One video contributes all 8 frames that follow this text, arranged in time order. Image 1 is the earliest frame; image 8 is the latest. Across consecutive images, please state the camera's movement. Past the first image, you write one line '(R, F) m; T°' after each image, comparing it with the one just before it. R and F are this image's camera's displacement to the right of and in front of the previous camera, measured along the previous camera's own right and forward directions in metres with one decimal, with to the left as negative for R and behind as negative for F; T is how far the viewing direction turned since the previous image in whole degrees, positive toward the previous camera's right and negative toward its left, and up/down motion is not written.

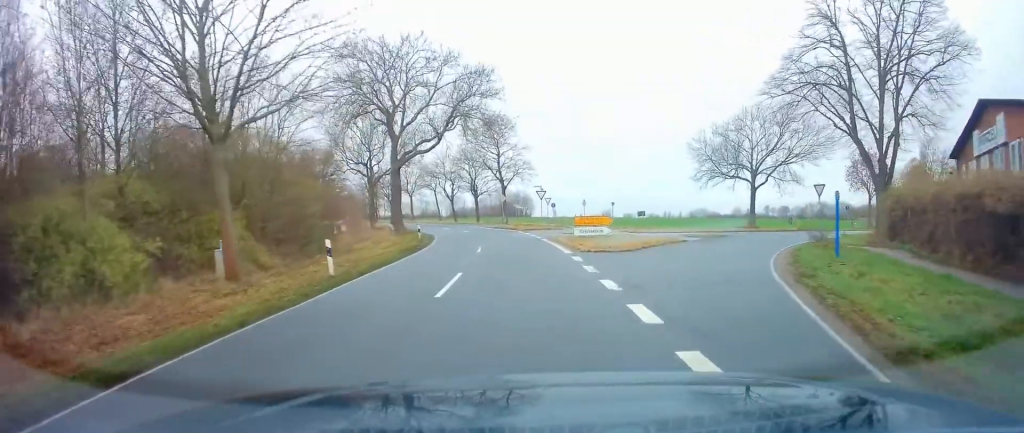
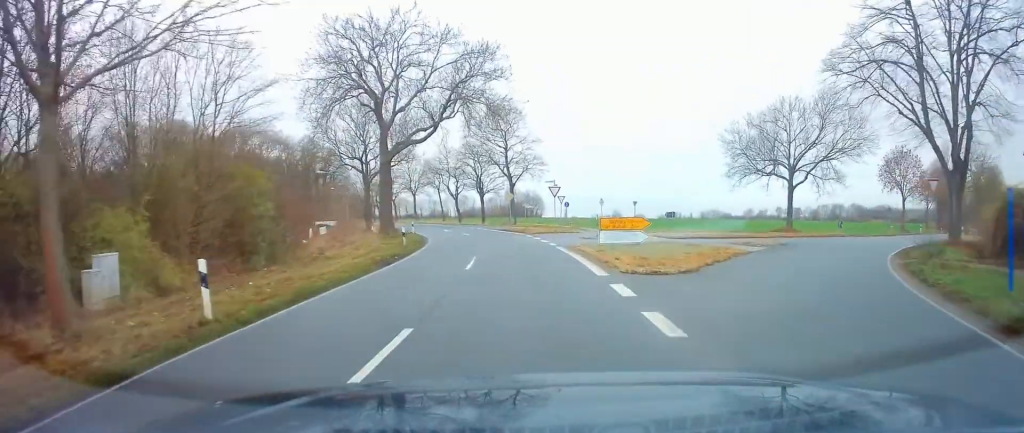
(+0.2, +6.6) m; -1°
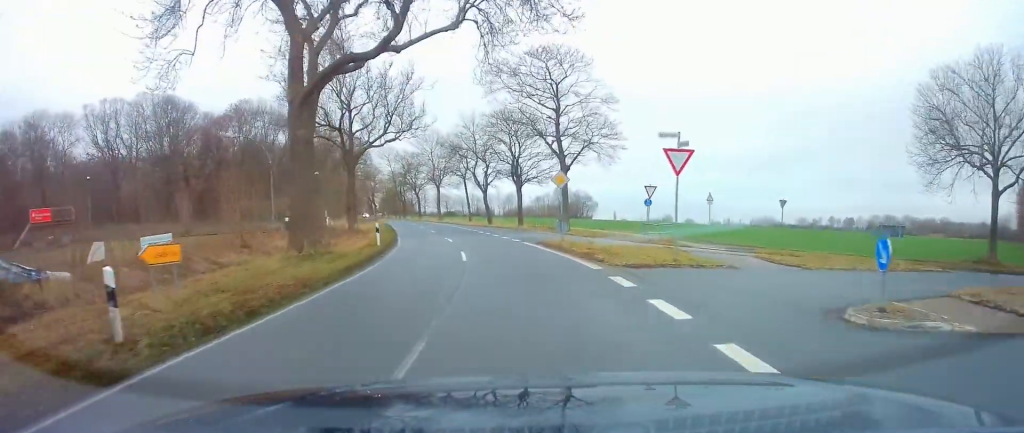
(-1.6, +22.2) m; -5°
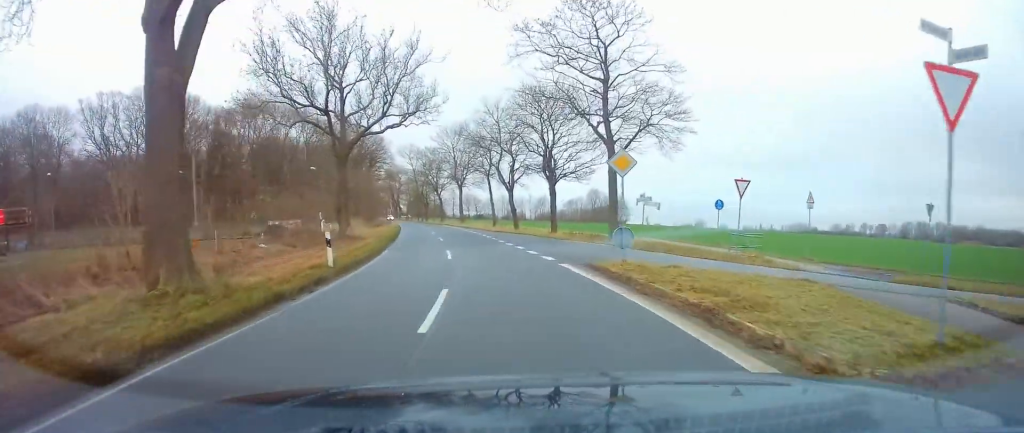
(-0.1, +9.6) m; -2°
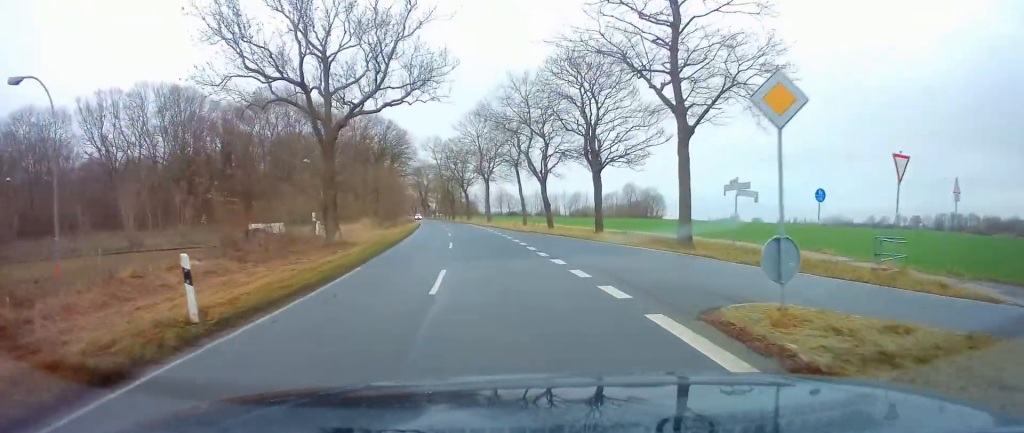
(-0.2, +8.3) m; -3°
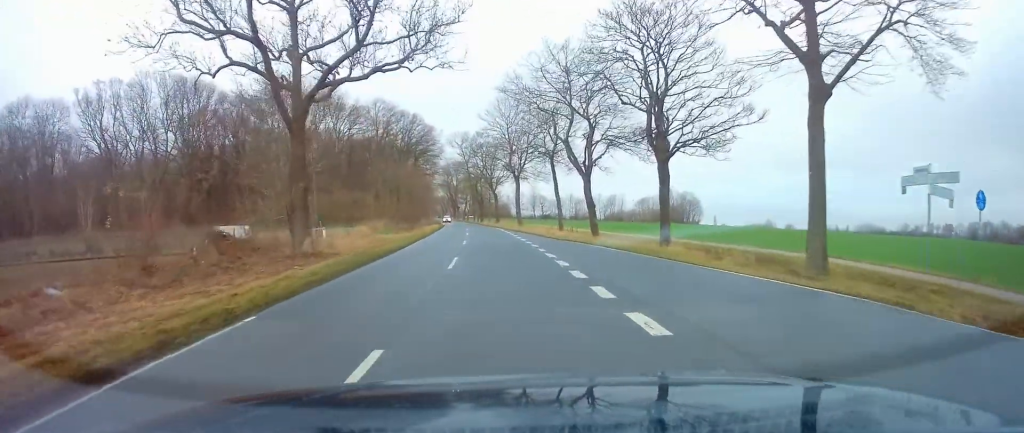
(-0.3, +8.4) m; -3°
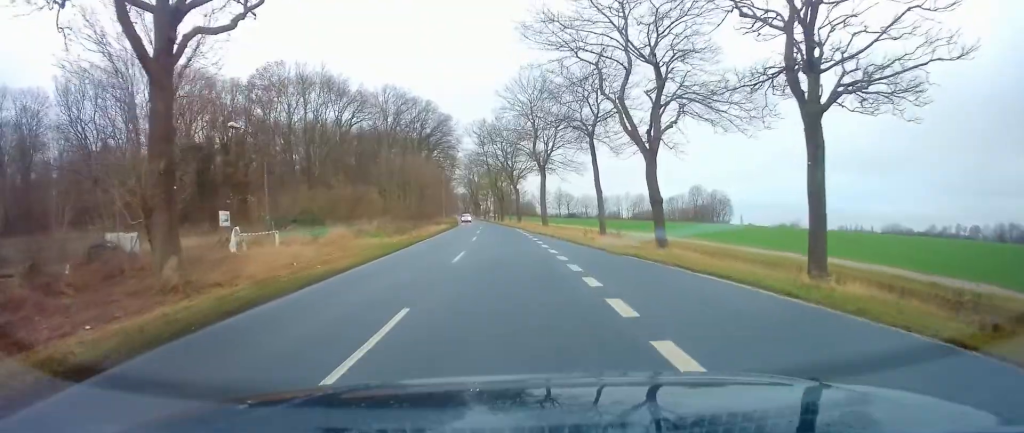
(-0.3, +10.7) m; -3°
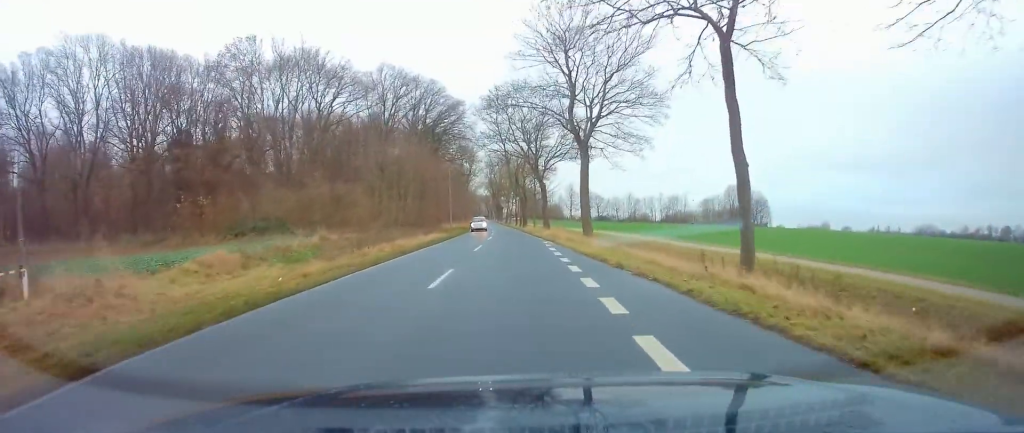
(-0.4, +17.5) m; -2°
